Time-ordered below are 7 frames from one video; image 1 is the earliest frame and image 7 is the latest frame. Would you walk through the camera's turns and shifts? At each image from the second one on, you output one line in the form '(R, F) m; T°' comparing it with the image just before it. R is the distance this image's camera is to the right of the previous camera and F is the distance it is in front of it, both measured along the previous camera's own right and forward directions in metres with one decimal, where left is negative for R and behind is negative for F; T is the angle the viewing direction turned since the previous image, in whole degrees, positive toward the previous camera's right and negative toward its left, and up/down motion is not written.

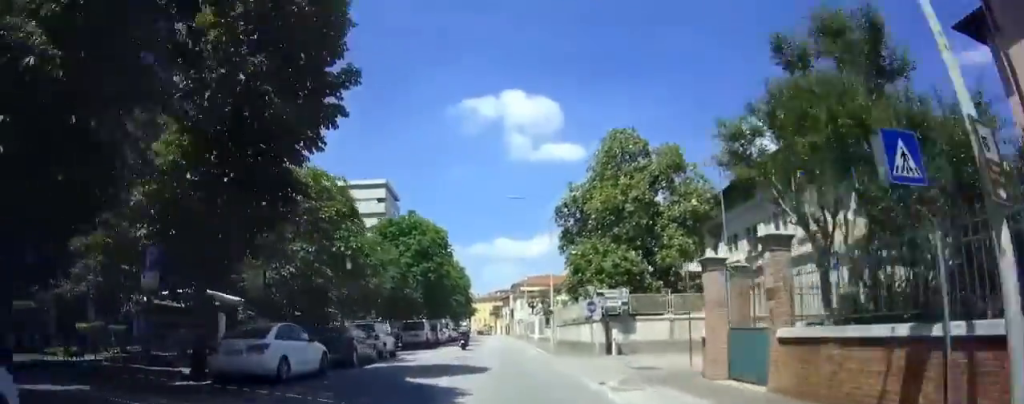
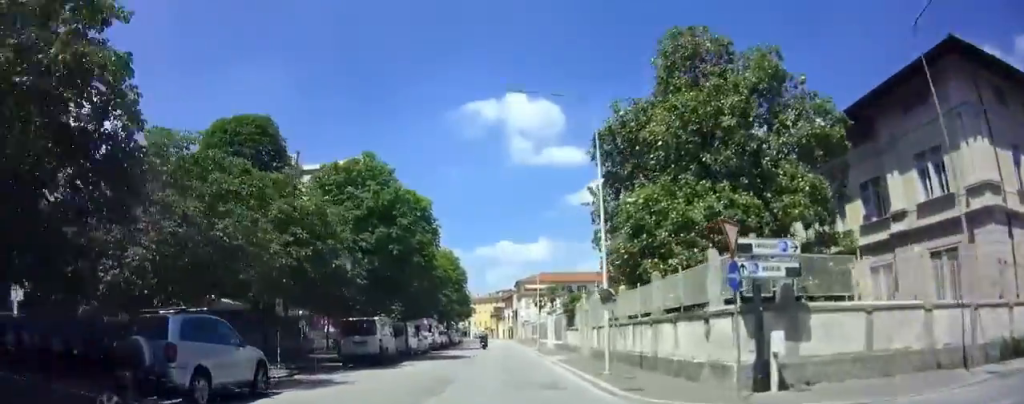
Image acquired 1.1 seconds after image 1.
(0.0, +14.6) m; 0°
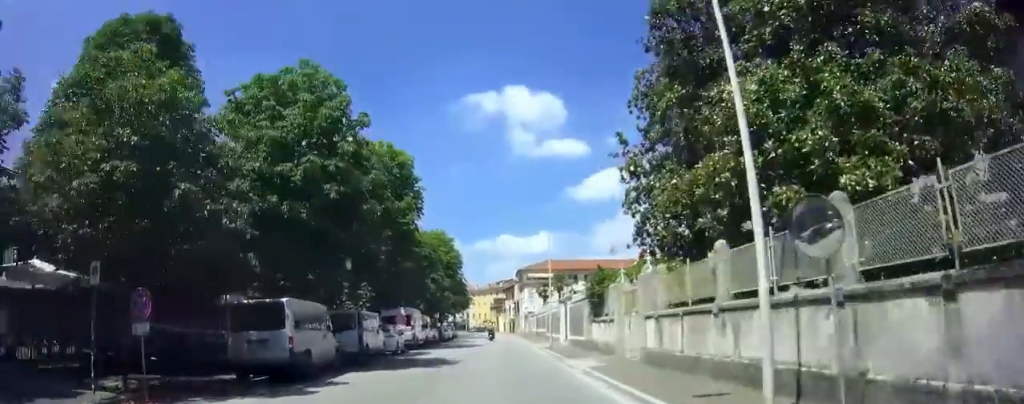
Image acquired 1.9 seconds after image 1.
(0.0, +9.5) m; 0°
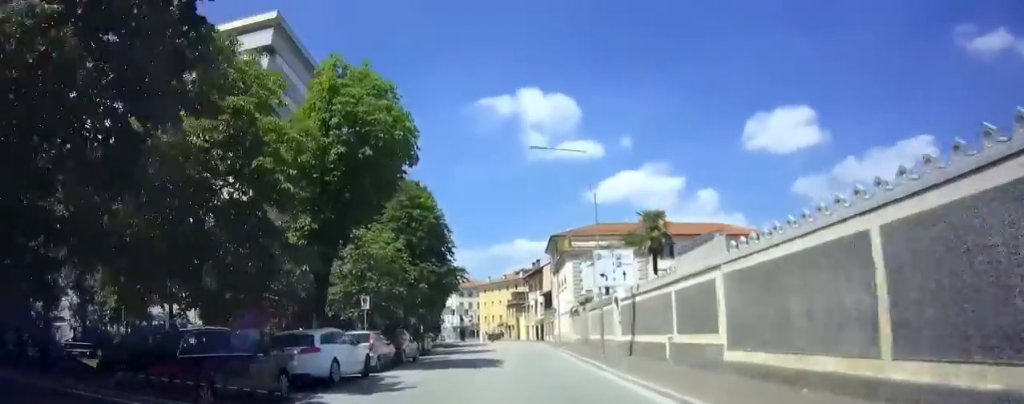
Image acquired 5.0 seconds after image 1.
(0.0, +40.0) m; 0°
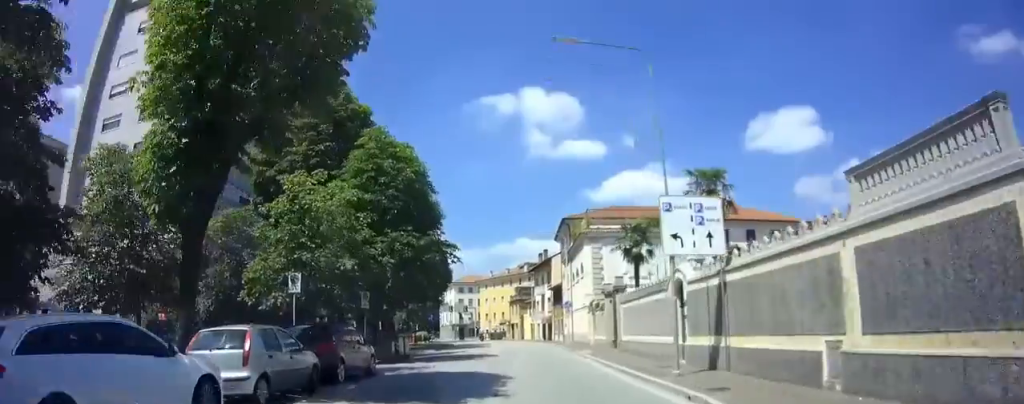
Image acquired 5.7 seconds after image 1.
(0.0, +9.2) m; 0°
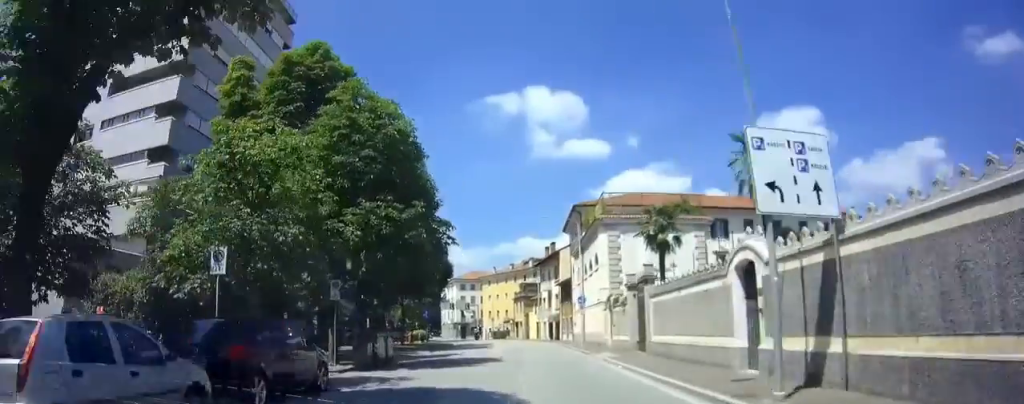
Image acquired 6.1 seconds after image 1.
(0.0, +5.0) m; 0°
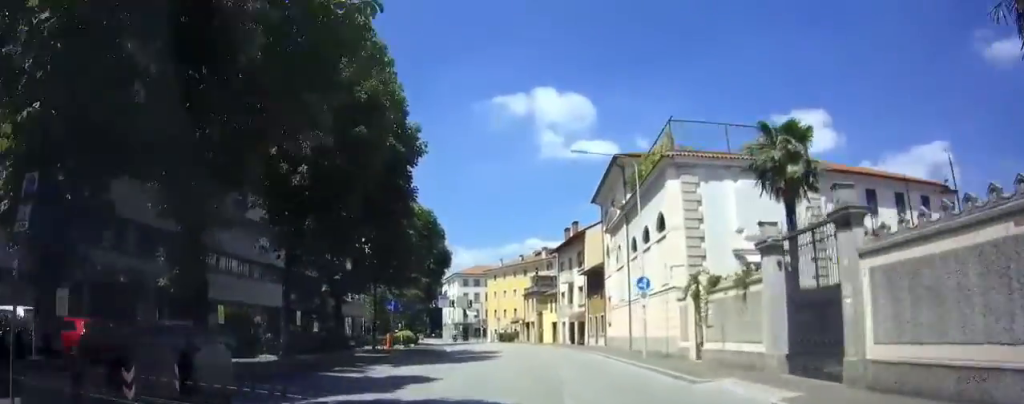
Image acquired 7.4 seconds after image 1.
(0.0, +15.2) m; 0°
